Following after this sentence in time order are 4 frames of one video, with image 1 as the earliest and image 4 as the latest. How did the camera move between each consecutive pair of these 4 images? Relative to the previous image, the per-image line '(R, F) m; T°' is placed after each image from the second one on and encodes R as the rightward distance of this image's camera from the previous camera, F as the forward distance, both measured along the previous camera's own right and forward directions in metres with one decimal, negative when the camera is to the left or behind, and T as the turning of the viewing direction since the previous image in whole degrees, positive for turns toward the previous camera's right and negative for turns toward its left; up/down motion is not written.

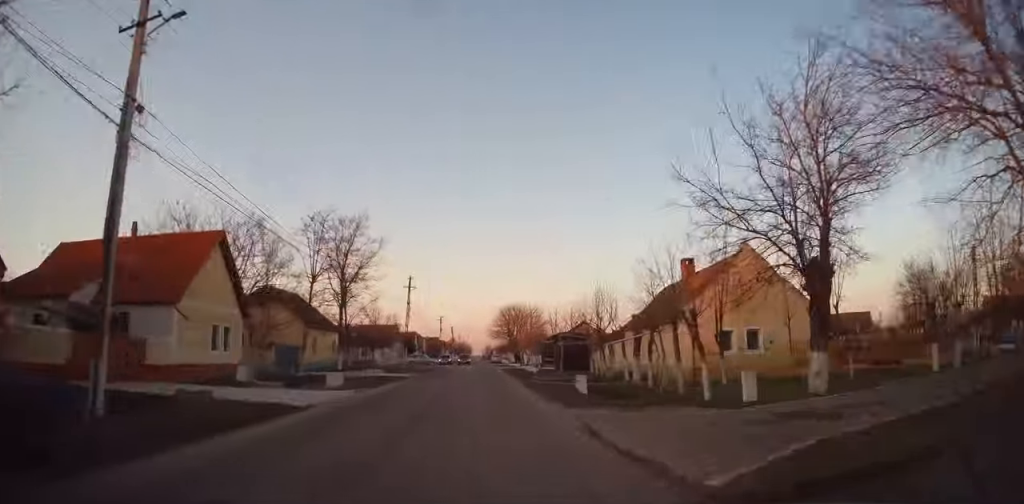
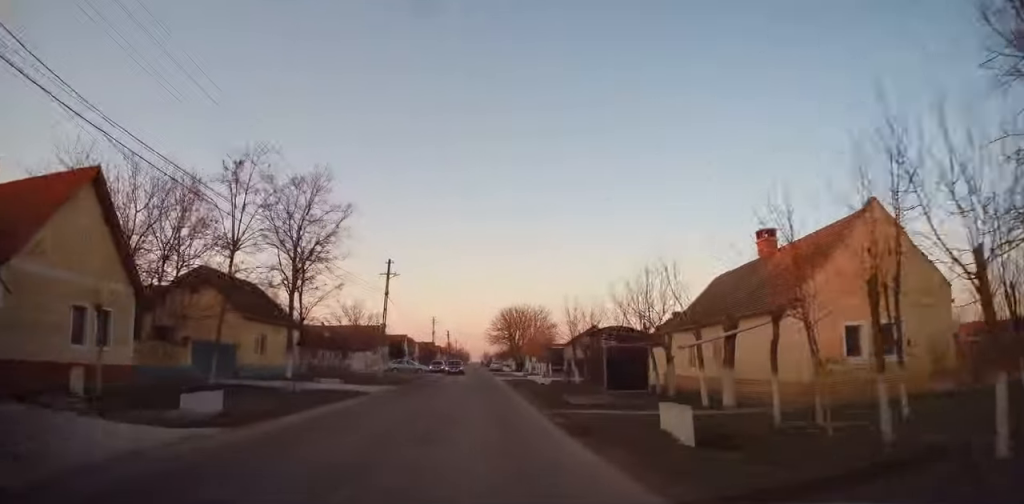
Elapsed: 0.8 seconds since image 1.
(-0.3, +10.0) m; -1°
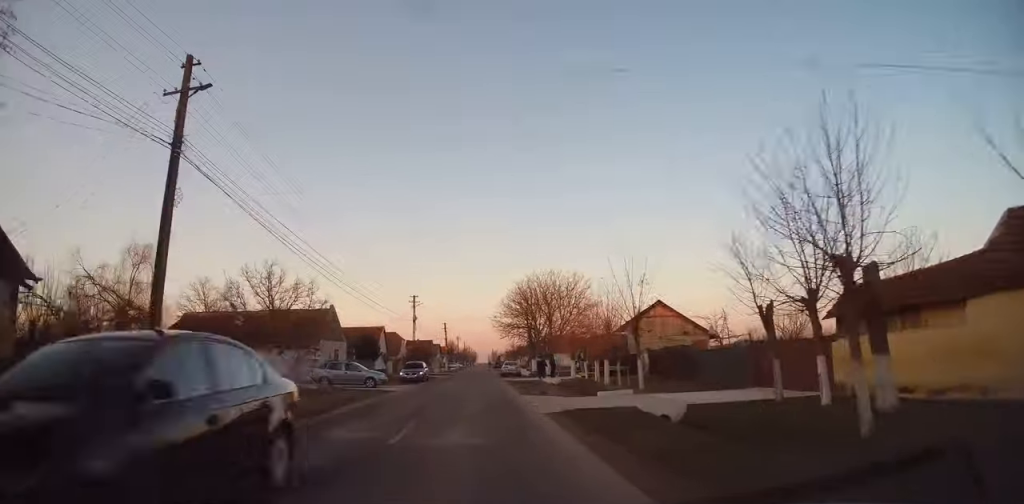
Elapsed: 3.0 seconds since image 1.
(+0.5, +27.0) m; +2°
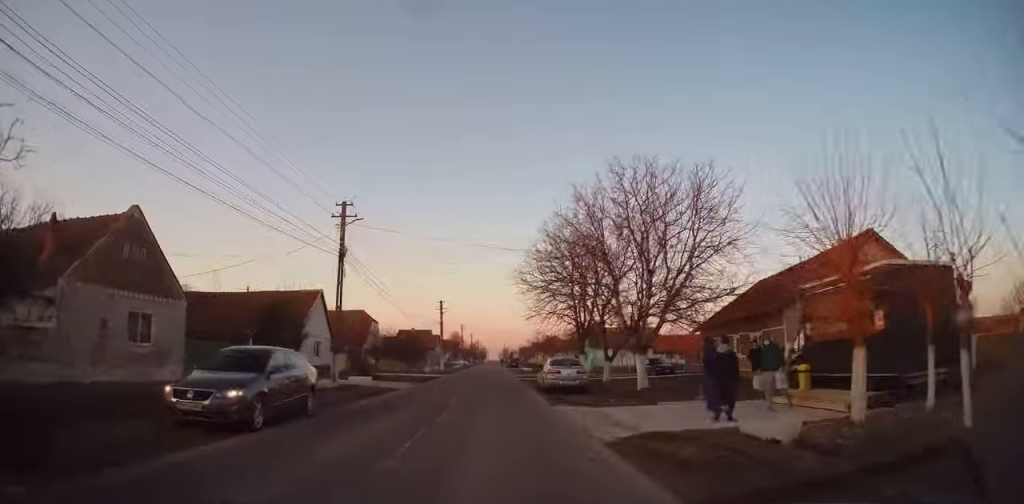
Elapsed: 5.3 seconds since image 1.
(-0.1, +29.1) m; -2°
